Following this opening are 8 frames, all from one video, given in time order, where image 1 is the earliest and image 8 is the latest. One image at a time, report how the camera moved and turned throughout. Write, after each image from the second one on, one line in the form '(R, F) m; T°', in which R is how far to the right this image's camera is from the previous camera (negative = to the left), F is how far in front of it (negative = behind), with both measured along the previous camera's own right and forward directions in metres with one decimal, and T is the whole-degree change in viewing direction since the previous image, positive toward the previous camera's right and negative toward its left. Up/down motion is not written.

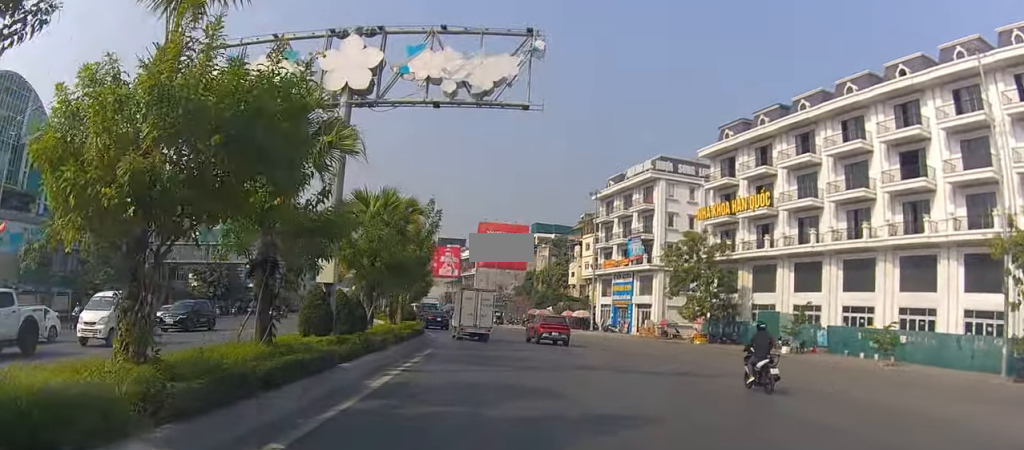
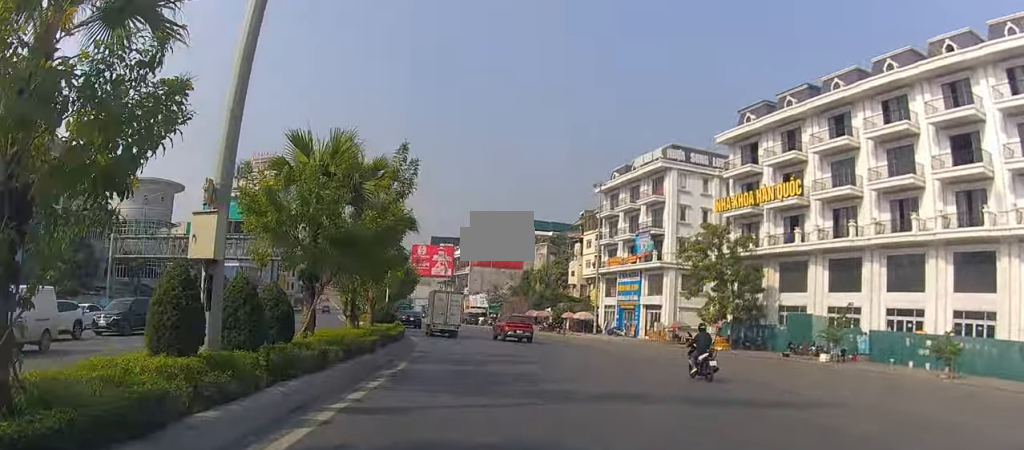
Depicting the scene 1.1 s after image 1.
(-0.1, +5.1) m; -1°
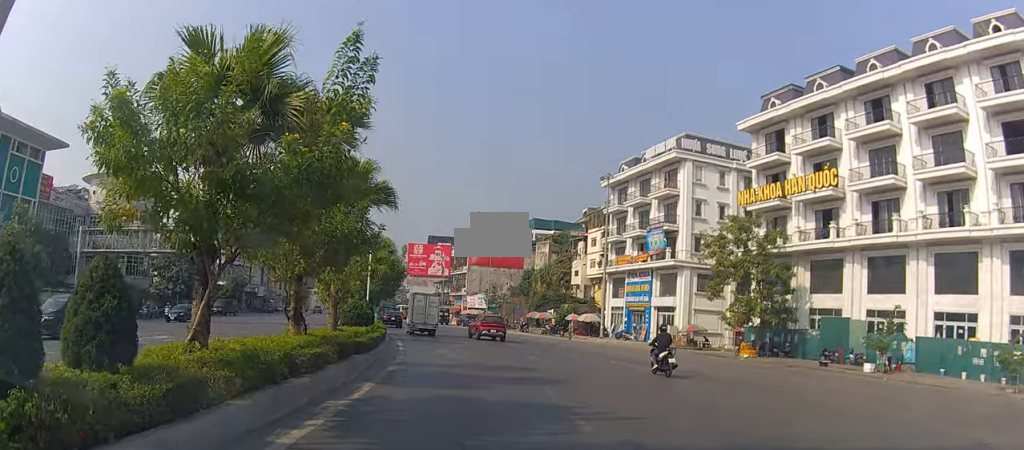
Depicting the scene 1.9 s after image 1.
(0.0, +4.4) m; +3°
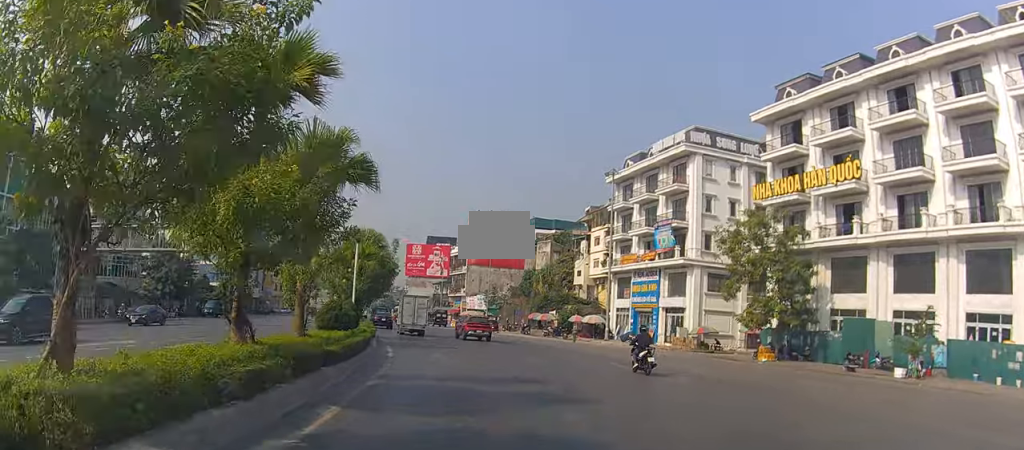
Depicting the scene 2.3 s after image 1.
(+0.1, +2.8) m; +2°
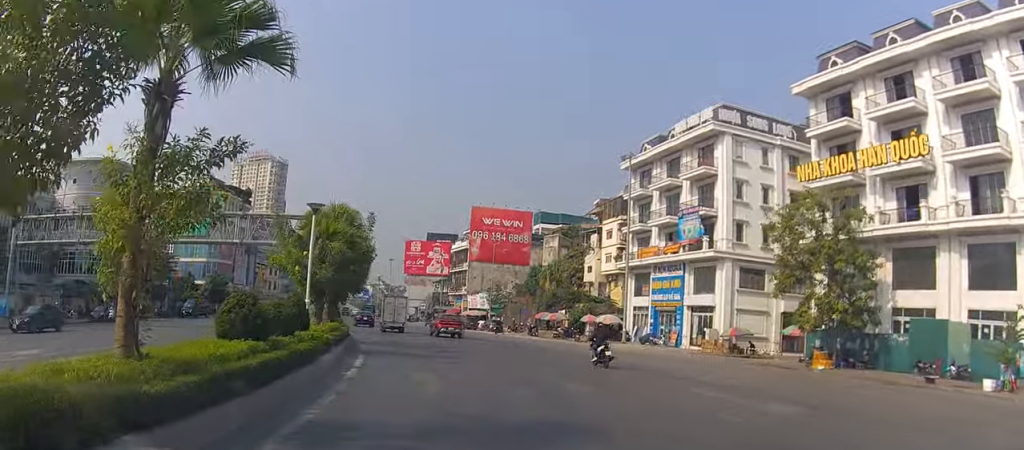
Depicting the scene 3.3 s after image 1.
(+0.3, +6.7) m; +3°
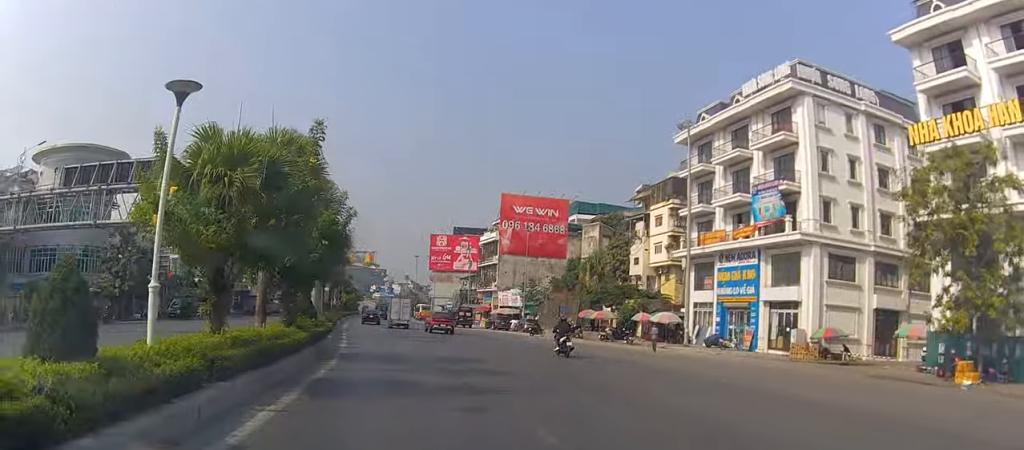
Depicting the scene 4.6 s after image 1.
(+0.1, +10.1) m; -3°
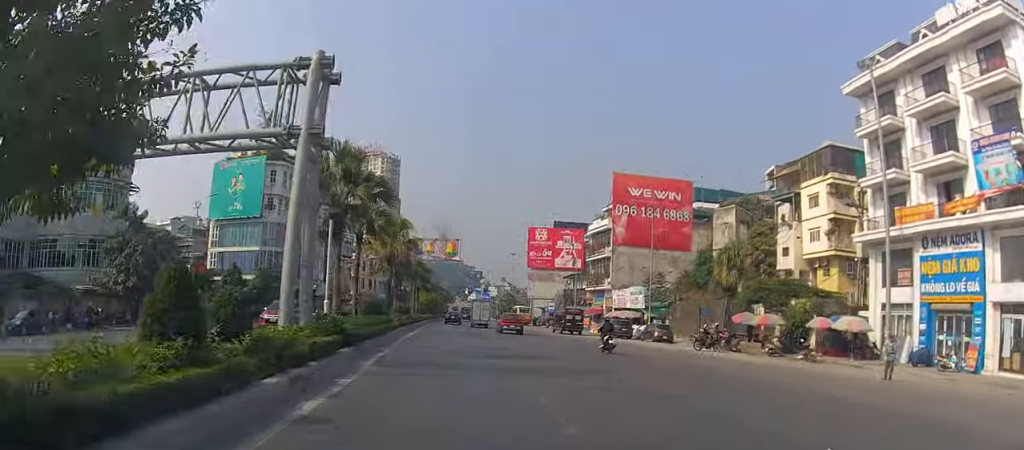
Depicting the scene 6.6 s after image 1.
(-1.3, +15.9) m; -8°
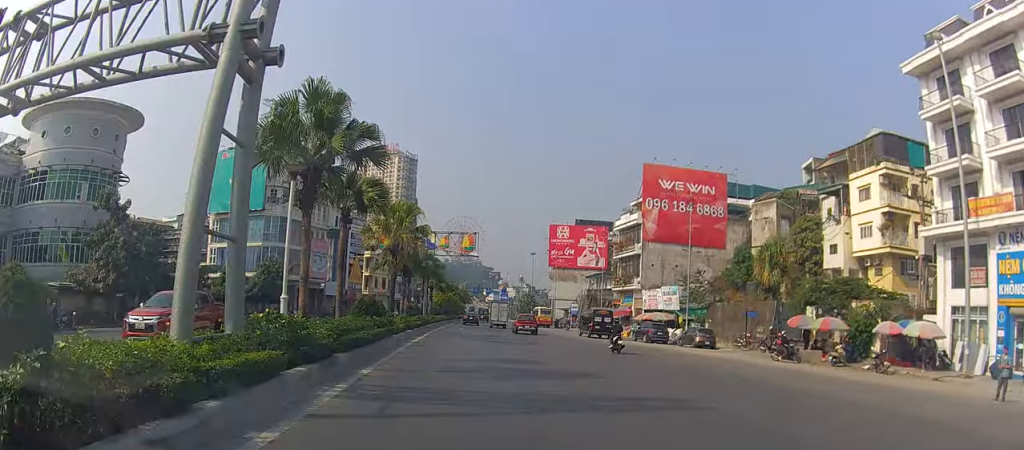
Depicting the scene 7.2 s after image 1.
(0.0, +5.4) m; -2°
